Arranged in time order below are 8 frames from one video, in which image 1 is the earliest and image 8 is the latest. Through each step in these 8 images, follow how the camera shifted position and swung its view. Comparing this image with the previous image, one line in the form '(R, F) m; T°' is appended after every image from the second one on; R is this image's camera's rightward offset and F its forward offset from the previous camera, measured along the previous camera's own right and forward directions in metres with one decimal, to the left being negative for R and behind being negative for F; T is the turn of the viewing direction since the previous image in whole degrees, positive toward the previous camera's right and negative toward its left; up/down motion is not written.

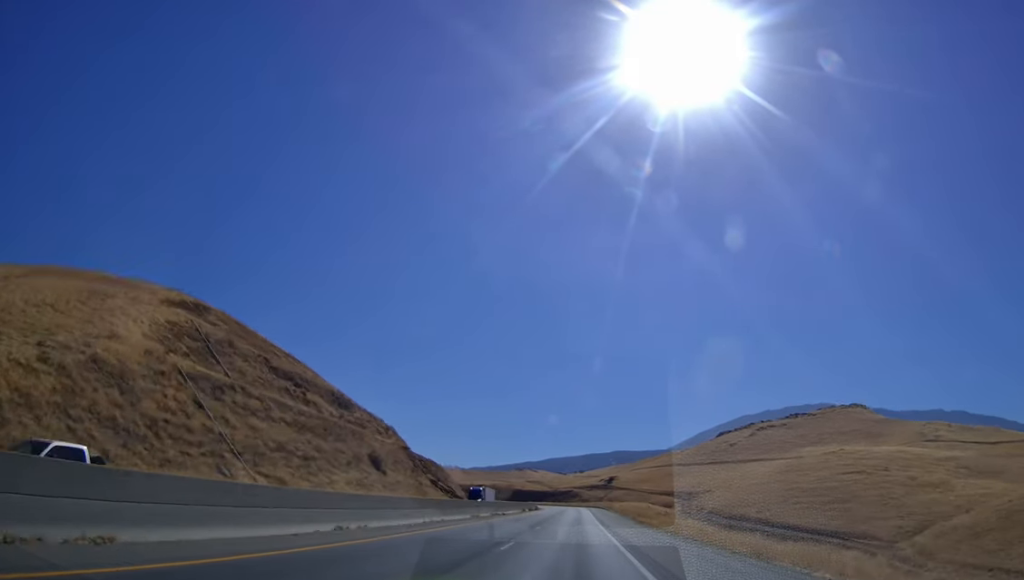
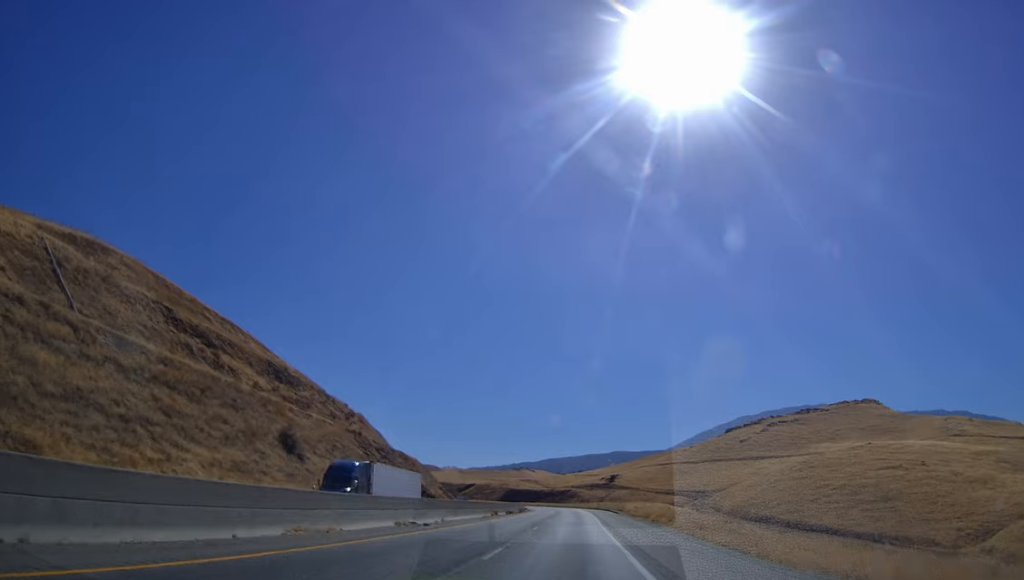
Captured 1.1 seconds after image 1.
(+0.2, +31.7) m; 0°
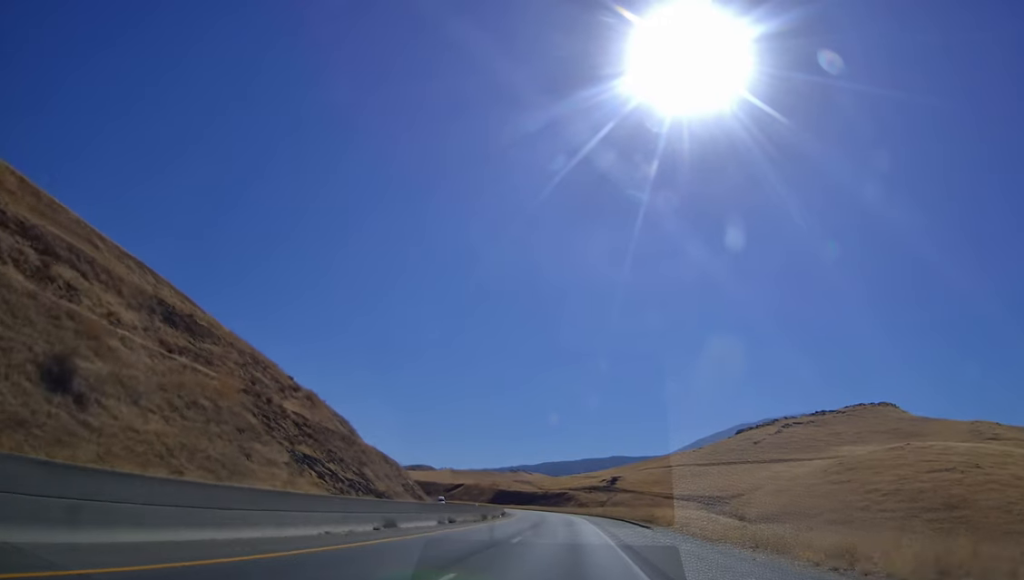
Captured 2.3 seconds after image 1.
(0.0, +35.6) m; 0°
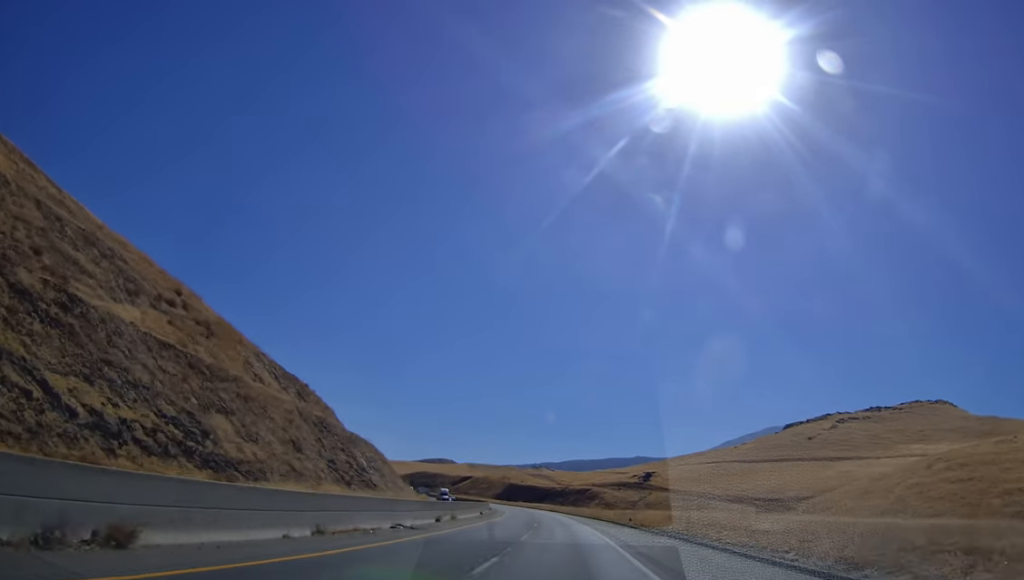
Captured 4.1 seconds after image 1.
(-0.3, +53.3) m; -1°
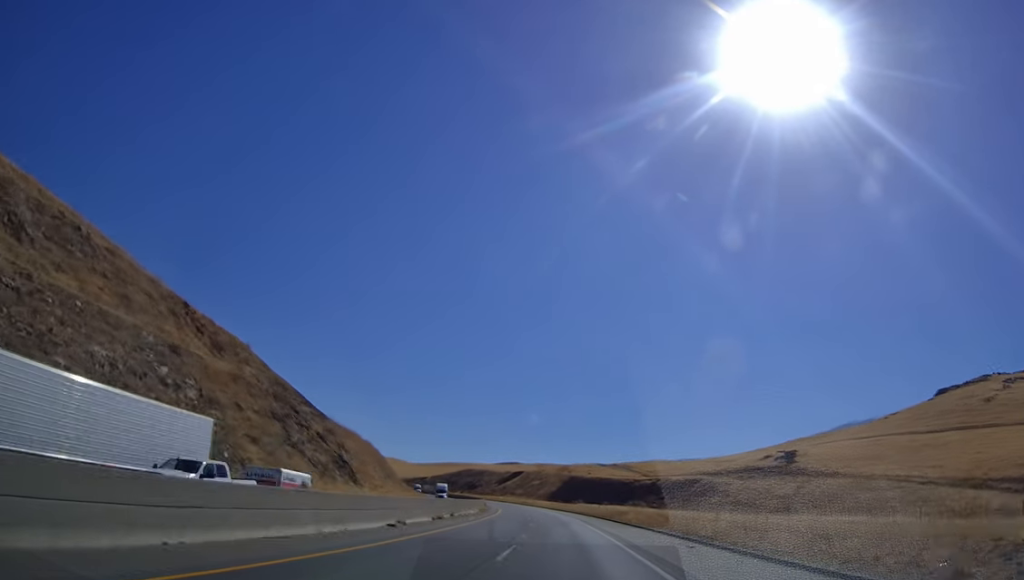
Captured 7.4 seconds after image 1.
(-2.9, +98.5) m; -6°
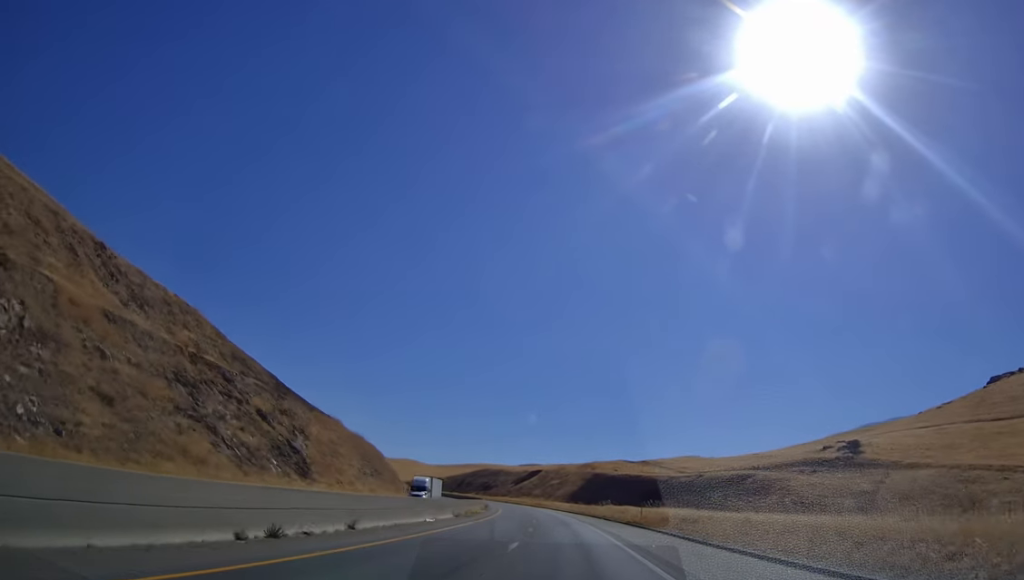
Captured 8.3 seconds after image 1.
(-0.9, +25.6) m; -2°
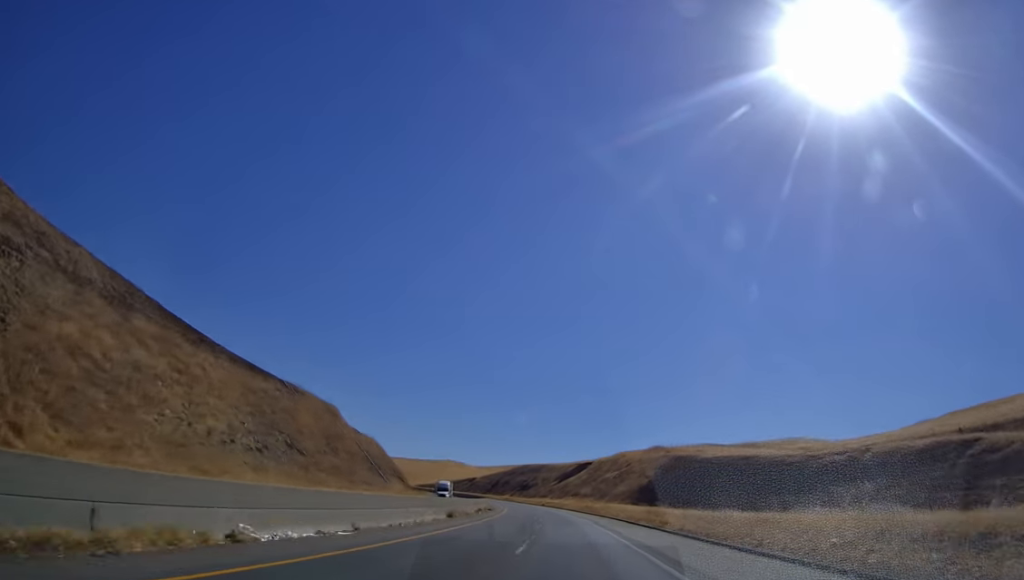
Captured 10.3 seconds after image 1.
(-3.0, +59.1) m; -5°
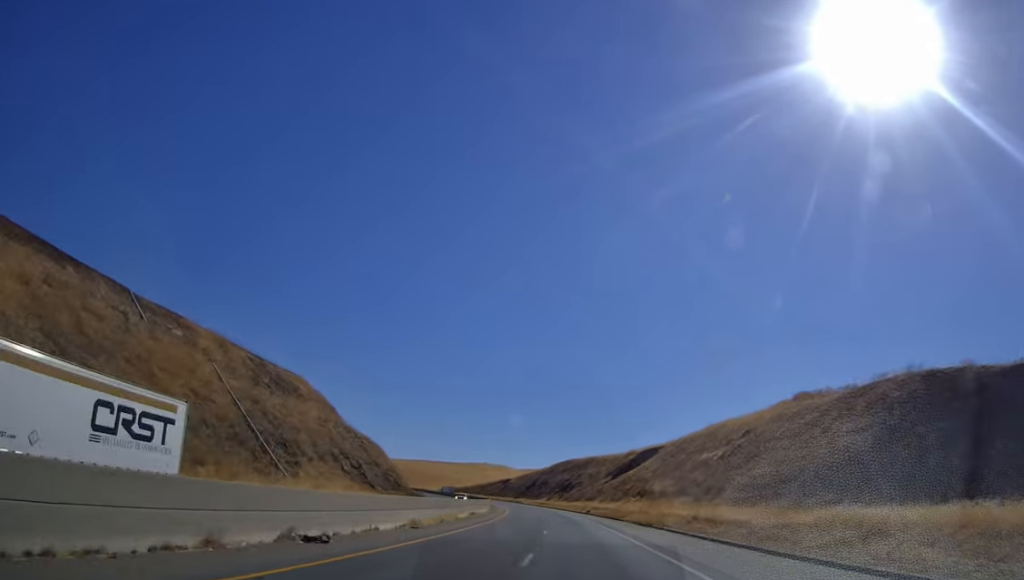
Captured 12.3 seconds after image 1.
(-2.0, +61.1) m; -4°
